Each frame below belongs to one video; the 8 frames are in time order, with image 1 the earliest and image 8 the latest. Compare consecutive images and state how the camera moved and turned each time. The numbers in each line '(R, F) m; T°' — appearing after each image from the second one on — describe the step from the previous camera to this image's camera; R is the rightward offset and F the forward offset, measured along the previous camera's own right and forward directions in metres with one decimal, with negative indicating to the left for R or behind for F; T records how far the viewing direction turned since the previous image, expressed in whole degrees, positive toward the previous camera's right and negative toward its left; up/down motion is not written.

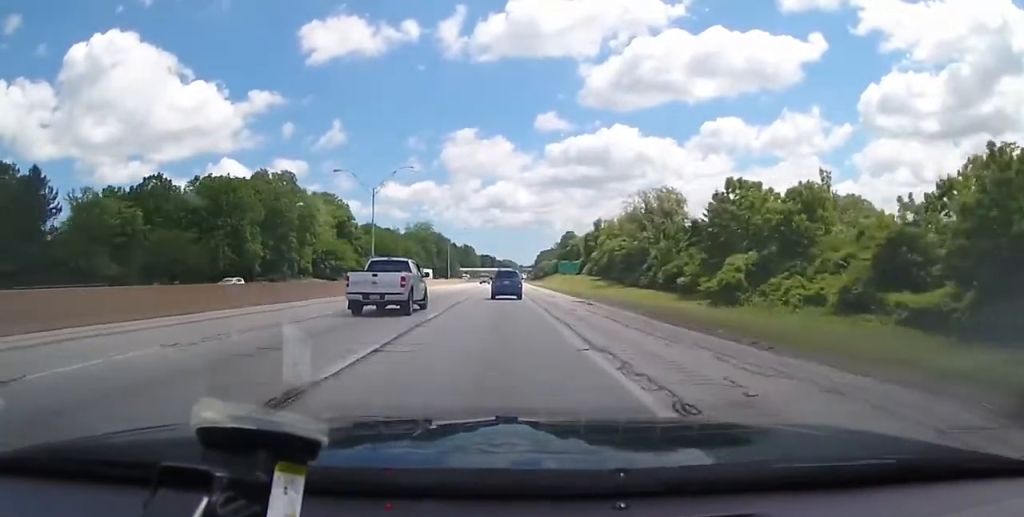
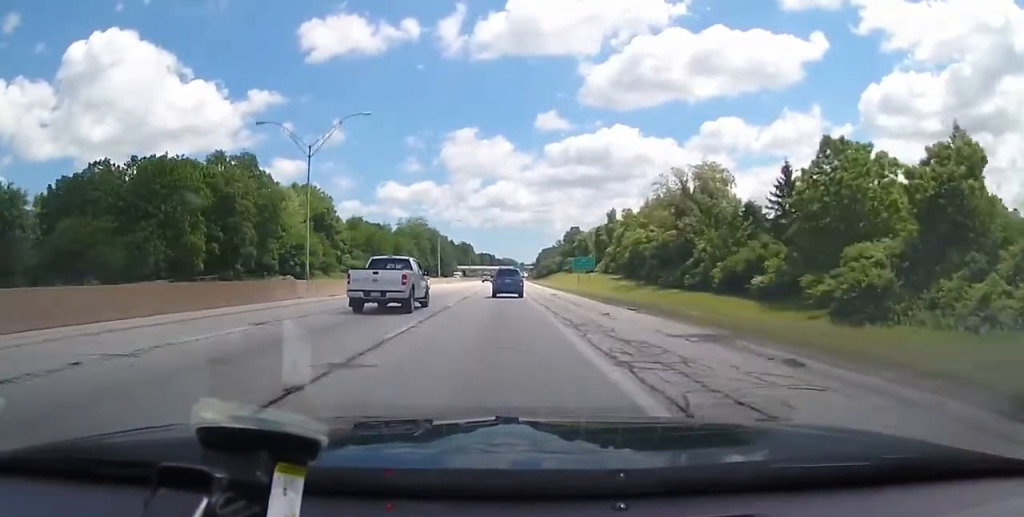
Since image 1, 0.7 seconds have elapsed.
(-0.3, +20.2) m; 0°
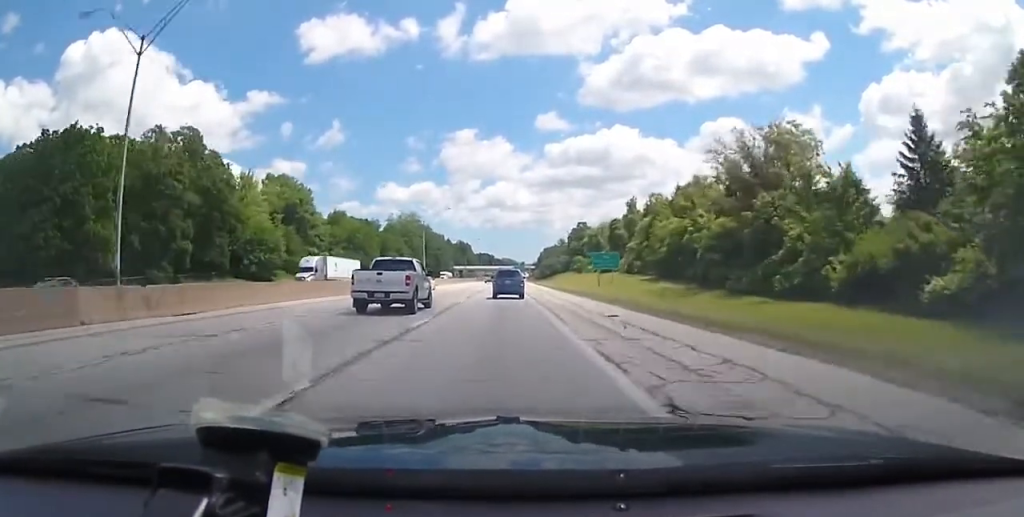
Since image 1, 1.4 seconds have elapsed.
(-0.1, +21.1) m; 0°
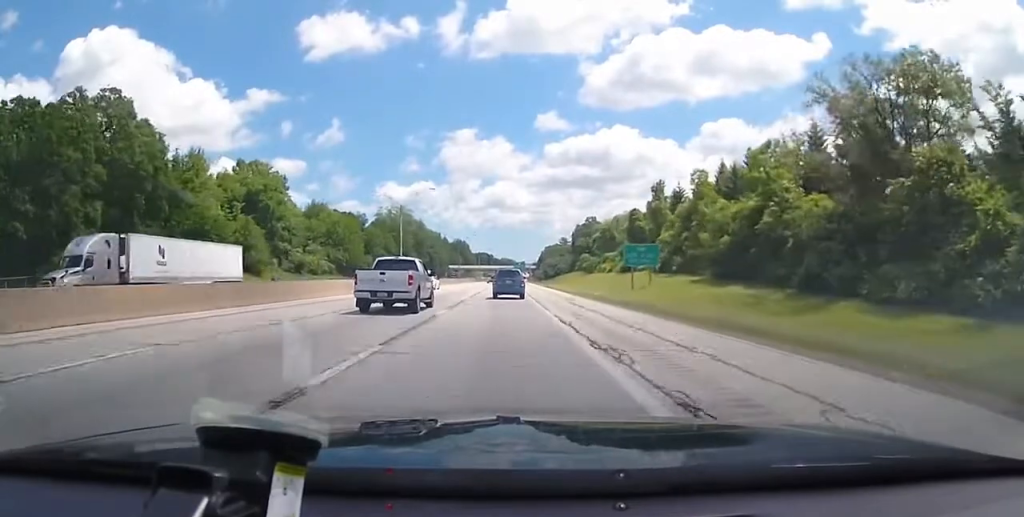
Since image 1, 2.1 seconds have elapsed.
(+0.4, +20.1) m; +1°
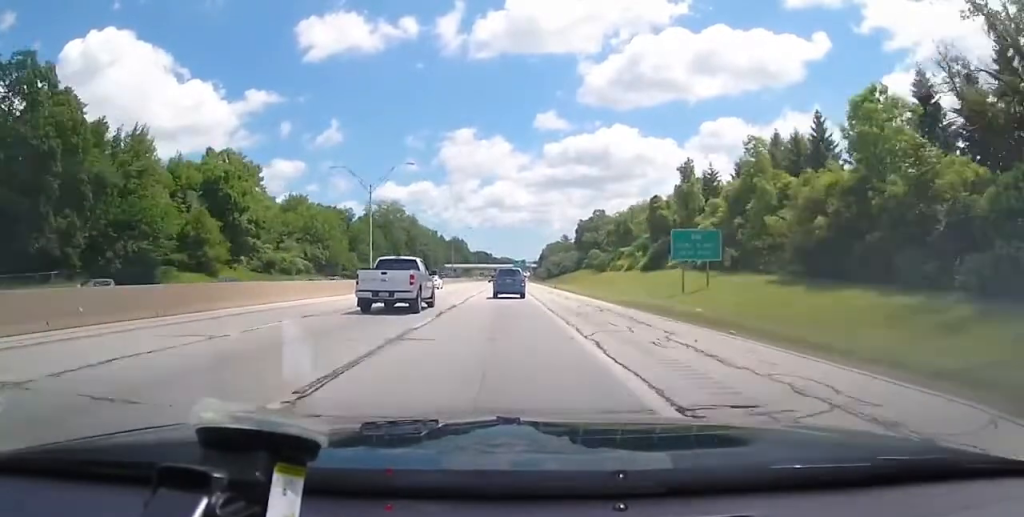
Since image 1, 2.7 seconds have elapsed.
(-0.1, +16.3) m; 0°
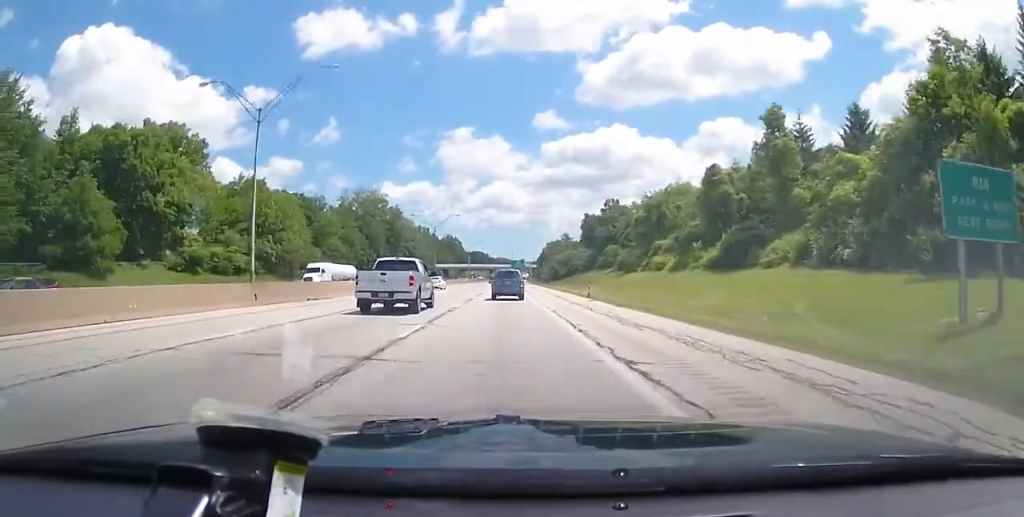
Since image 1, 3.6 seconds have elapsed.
(0.0, +26.8) m; 0°
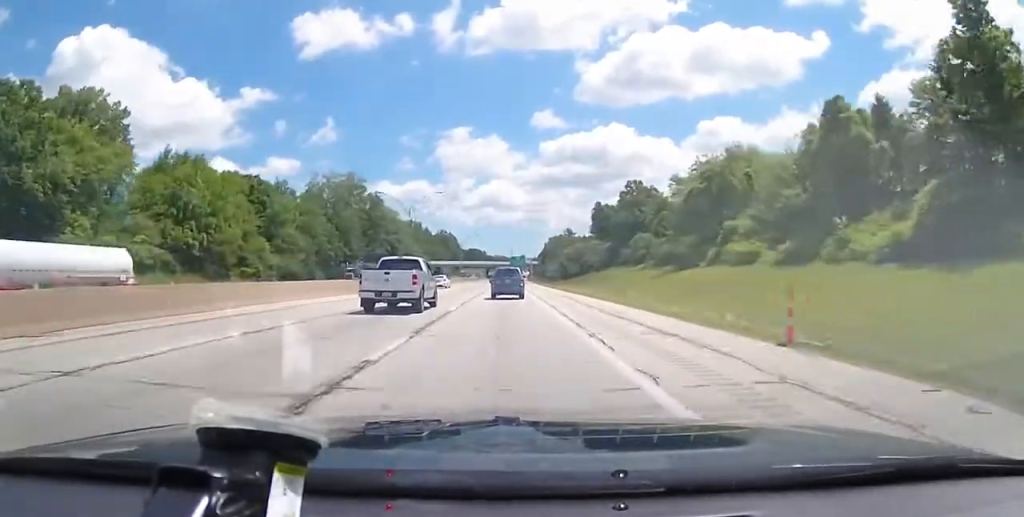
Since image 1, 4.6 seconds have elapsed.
(+0.1, +26.9) m; 0°
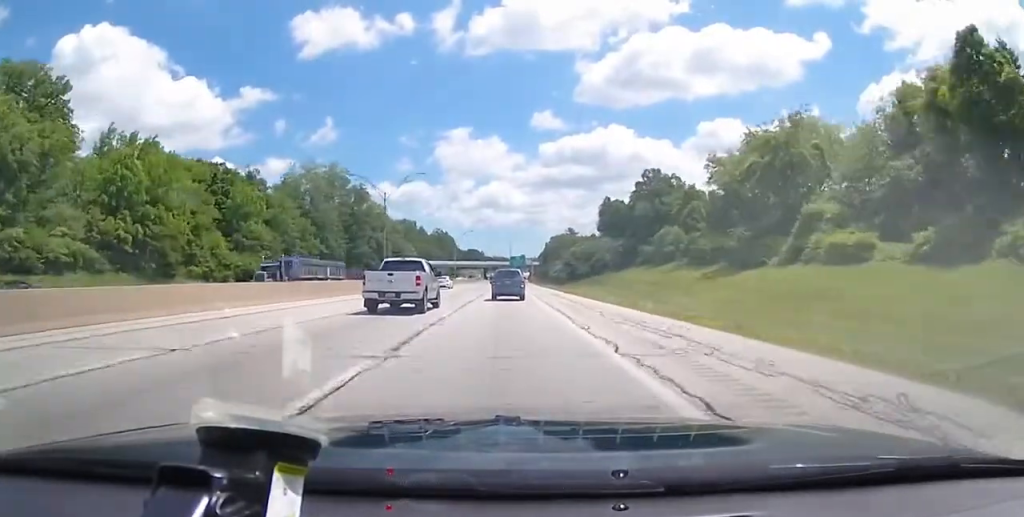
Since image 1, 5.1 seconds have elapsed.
(0.0, +15.4) m; 0°
